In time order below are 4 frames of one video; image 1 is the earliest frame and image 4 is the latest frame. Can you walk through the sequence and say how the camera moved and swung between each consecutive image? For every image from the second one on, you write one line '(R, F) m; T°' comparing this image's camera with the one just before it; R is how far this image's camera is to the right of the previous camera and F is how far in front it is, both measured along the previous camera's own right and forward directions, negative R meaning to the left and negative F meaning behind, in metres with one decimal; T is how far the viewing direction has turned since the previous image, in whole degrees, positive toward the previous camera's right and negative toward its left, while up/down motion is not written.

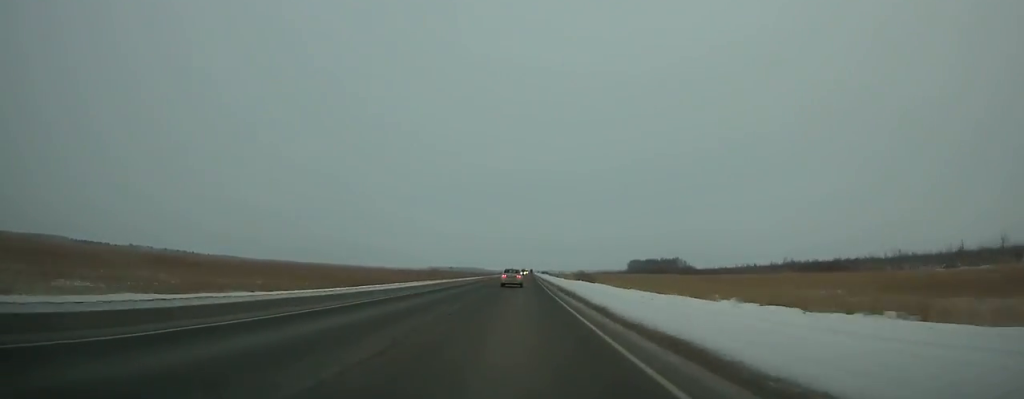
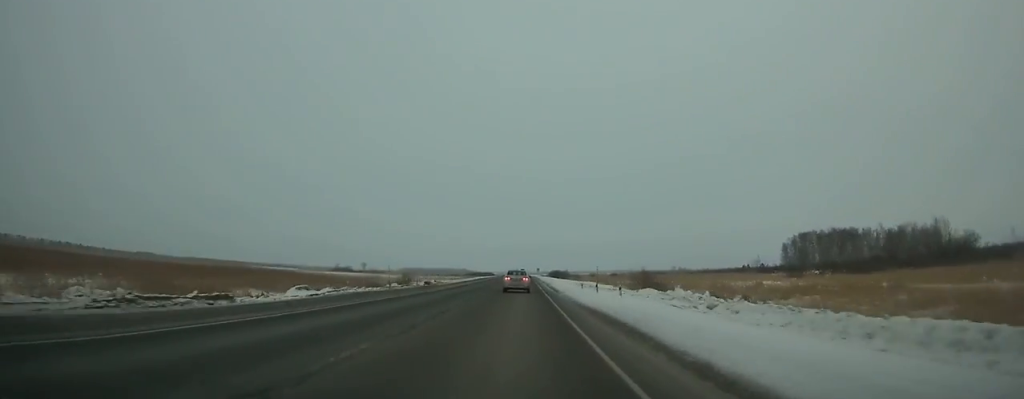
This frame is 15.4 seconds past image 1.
(+3.7, +400.5) m; 0°
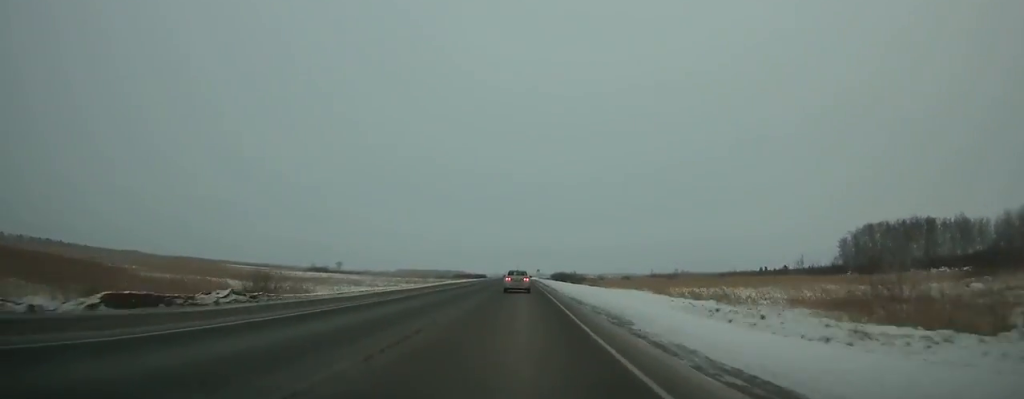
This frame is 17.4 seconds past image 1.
(-0.1, +50.8) m; 0°
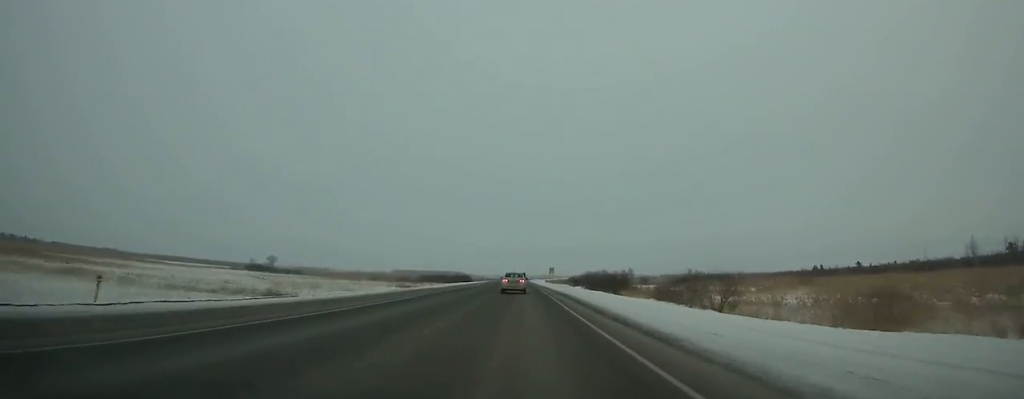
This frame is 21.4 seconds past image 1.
(-0.1, +101.5) m; 0°
